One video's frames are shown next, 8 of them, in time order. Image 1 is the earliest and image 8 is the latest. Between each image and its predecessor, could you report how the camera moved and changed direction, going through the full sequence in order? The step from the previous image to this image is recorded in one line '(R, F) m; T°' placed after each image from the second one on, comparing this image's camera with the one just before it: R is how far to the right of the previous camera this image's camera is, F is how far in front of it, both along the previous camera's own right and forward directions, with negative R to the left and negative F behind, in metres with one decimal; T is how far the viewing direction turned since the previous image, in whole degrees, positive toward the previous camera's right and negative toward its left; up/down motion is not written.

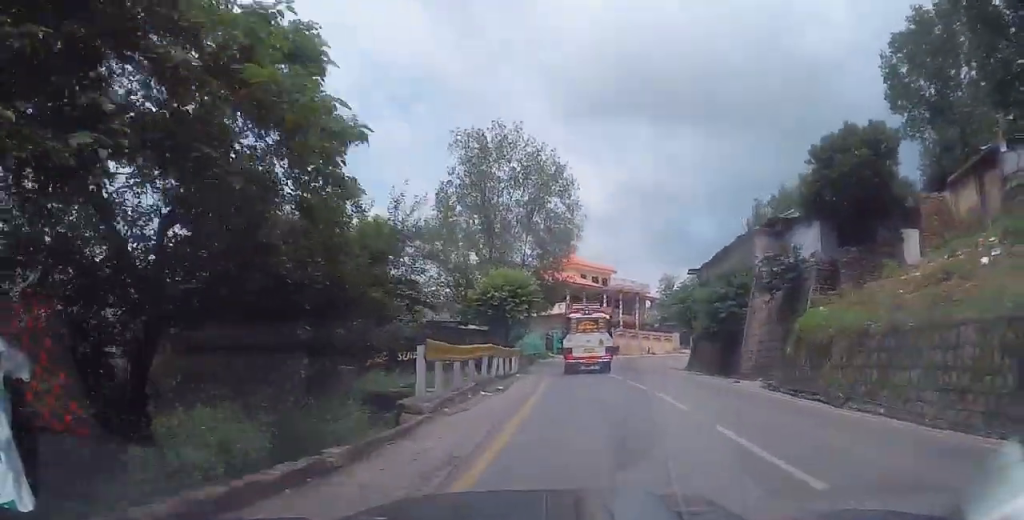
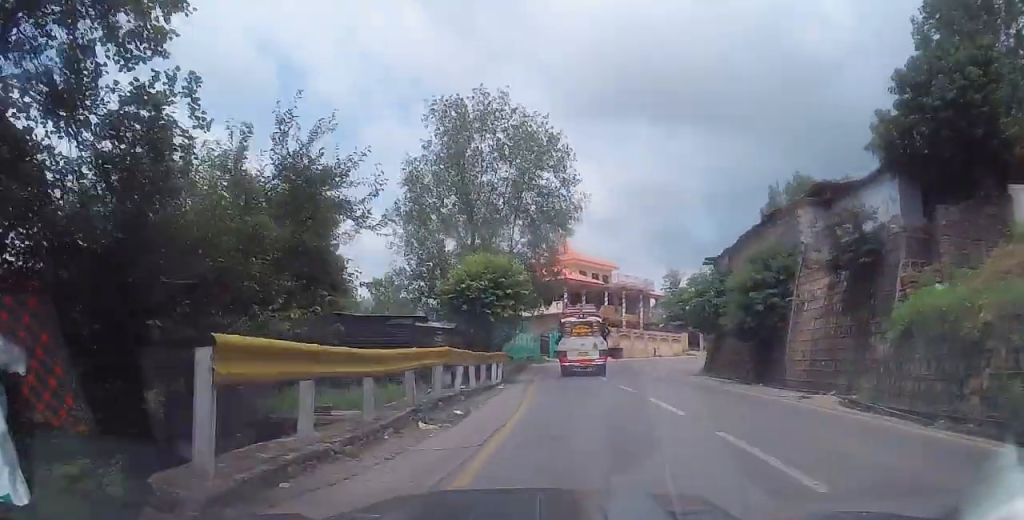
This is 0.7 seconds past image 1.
(-0.3, +6.3) m; +1°
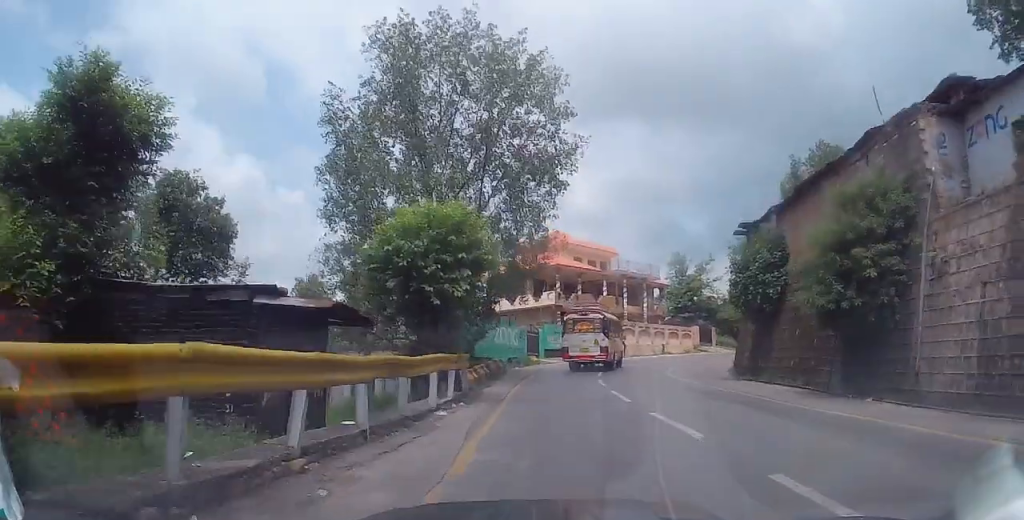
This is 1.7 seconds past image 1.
(+0.3, +9.0) m; +1°
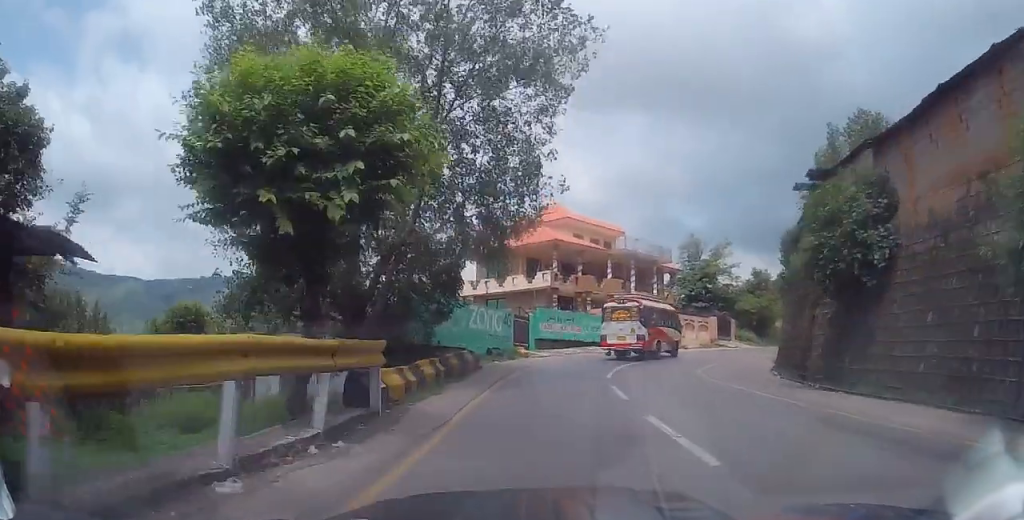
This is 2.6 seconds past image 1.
(0.0, +8.2) m; -1°
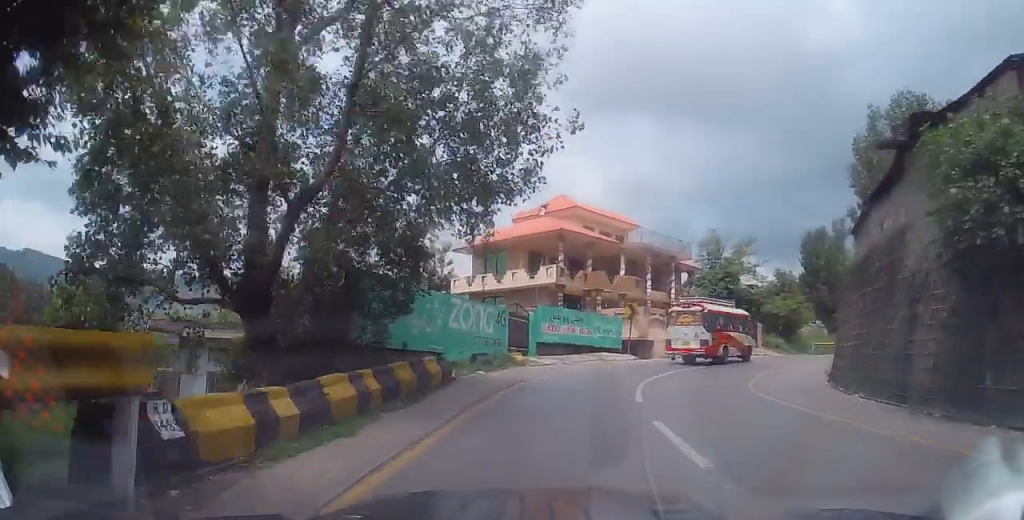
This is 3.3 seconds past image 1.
(-0.3, +6.1) m; -1°
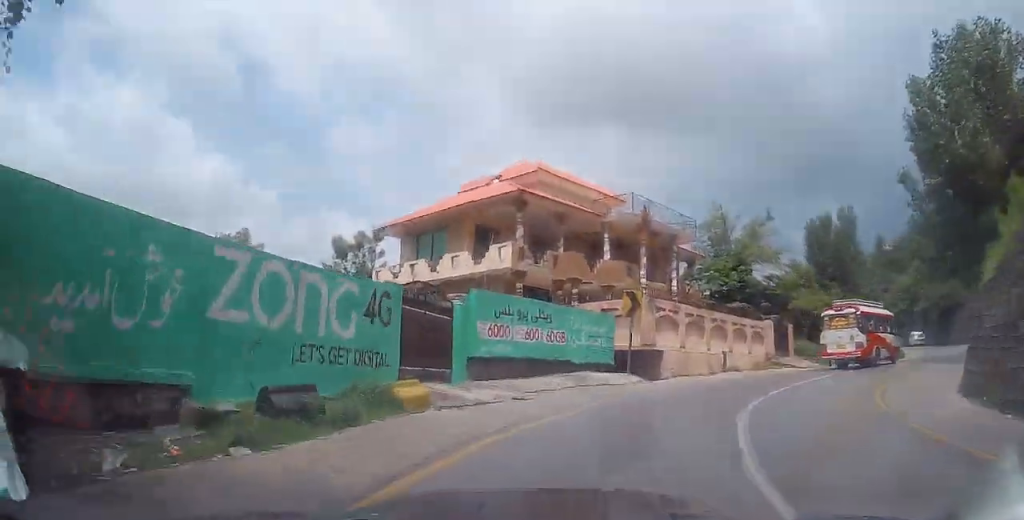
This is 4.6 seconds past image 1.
(+0.9, +12.8) m; +6°
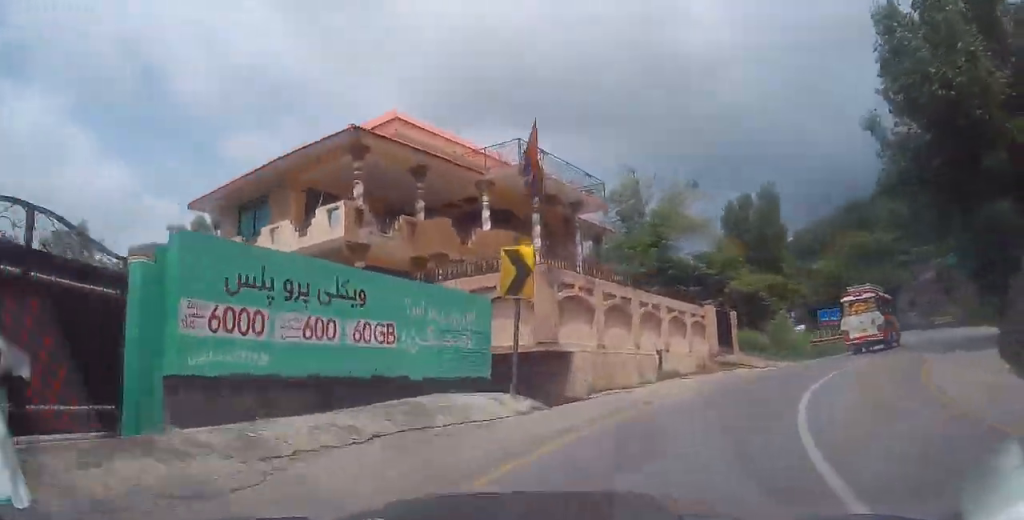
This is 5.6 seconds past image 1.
(+0.2, +8.7) m; +8°
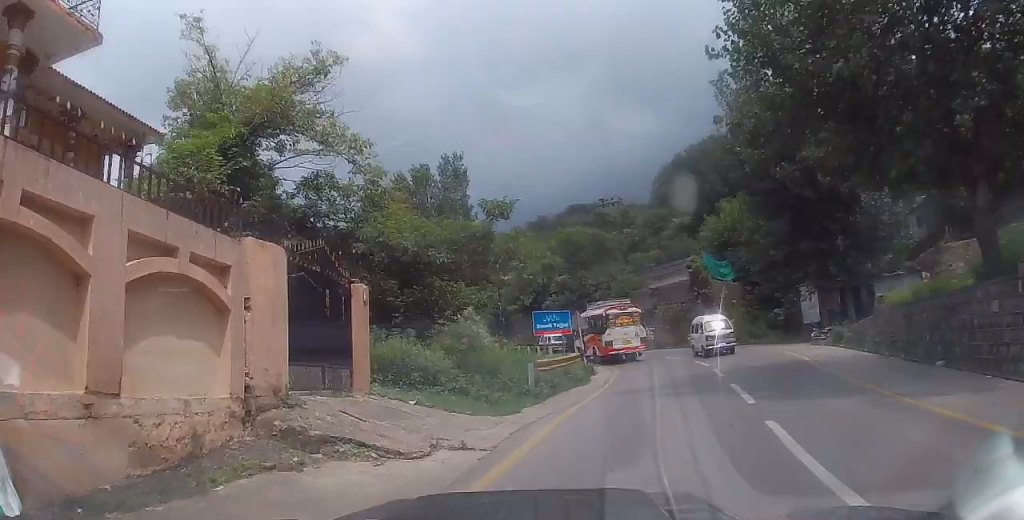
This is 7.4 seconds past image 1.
(+4.2, +16.0) m; +29°
